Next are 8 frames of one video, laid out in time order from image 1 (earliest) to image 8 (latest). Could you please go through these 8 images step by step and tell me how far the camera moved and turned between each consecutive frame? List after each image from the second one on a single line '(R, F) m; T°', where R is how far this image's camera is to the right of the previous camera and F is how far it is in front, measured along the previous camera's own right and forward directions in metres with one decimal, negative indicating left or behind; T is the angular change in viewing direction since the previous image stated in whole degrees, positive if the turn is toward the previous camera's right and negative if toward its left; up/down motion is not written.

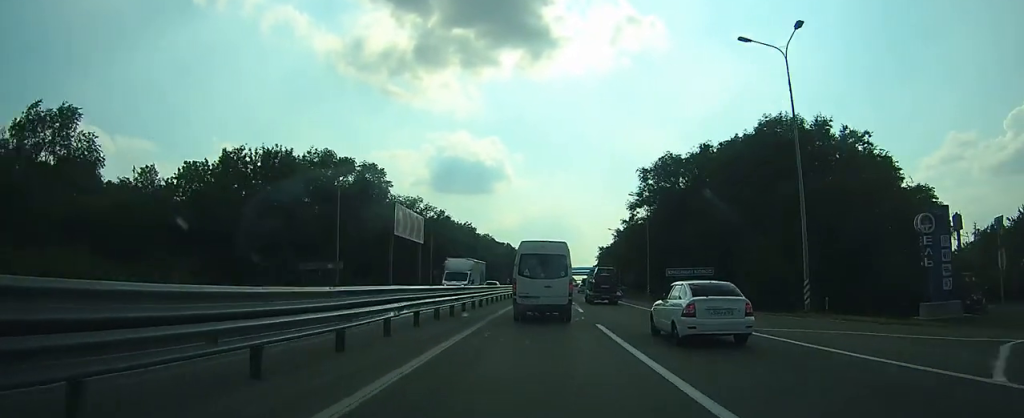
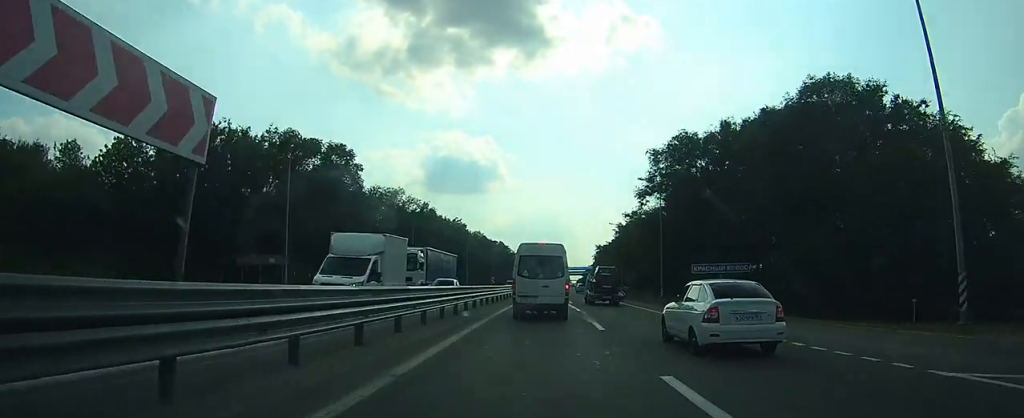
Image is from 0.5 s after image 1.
(0.0, +11.4) m; 0°
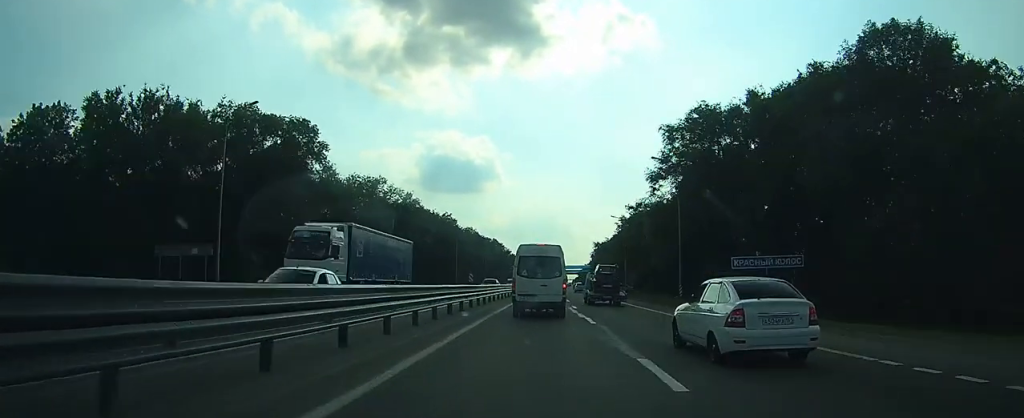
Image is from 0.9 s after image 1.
(0.0, +10.4) m; 0°
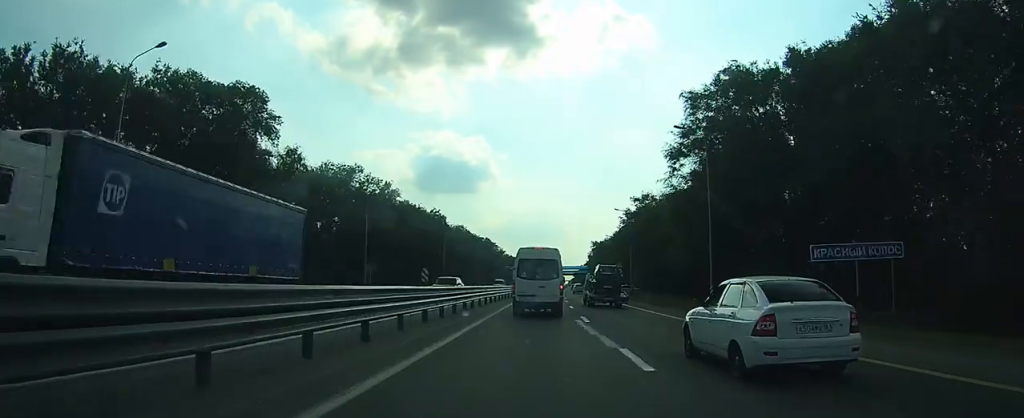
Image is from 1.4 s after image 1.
(0.0, +11.1) m; 0°
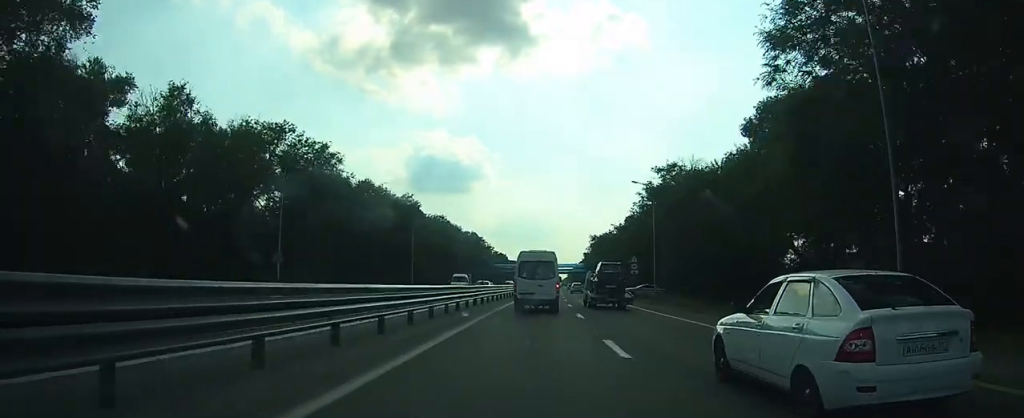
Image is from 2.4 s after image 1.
(+0.3, +23.8) m; +1°
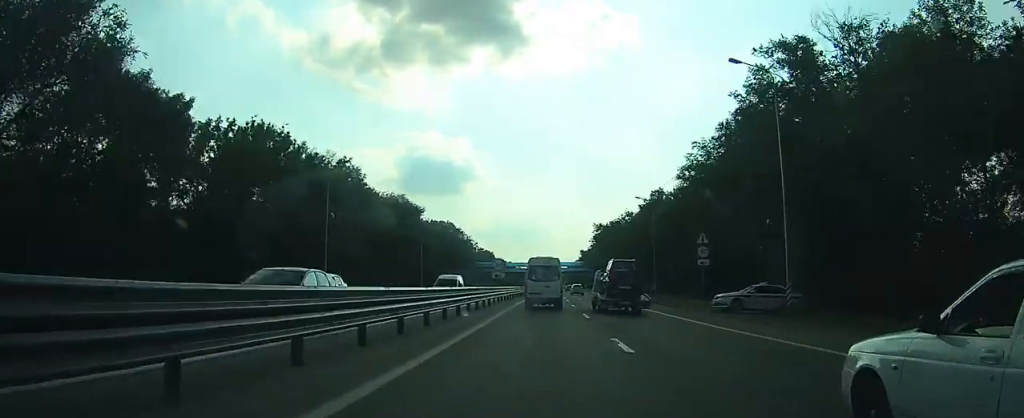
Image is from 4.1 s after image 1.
(+0.5, +36.6) m; +1°
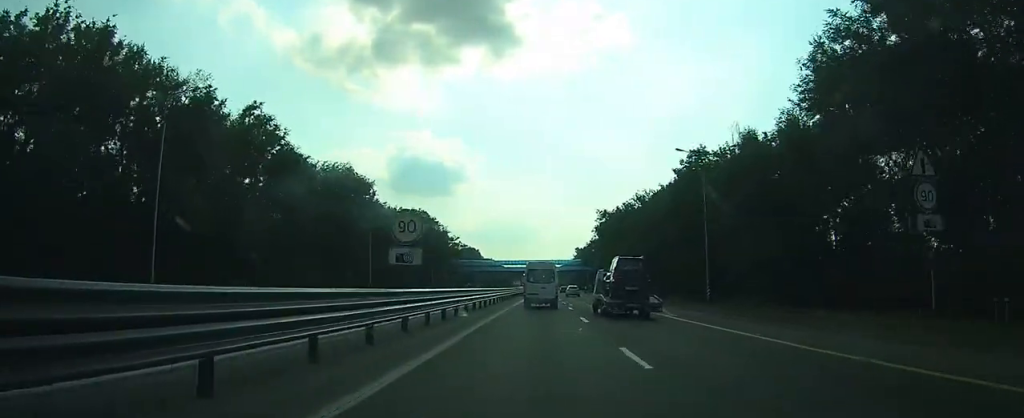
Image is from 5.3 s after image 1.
(+0.1, +26.9) m; +1°
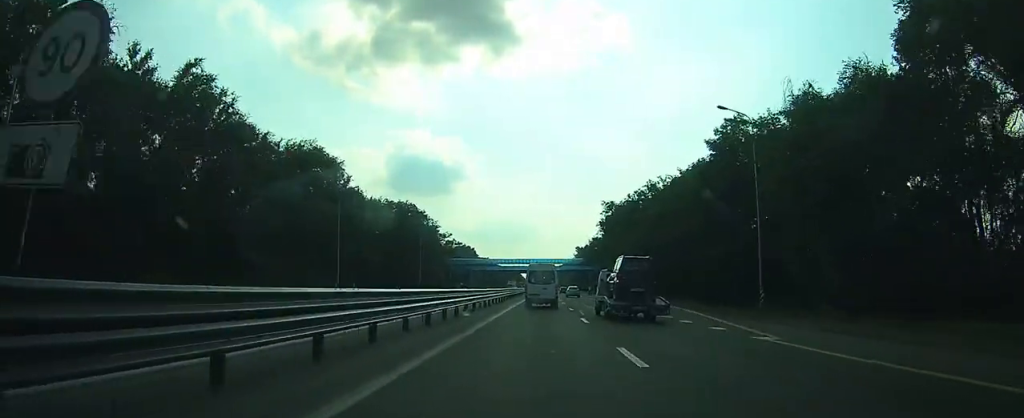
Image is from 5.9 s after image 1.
(+0.1, +11.8) m; +1°
